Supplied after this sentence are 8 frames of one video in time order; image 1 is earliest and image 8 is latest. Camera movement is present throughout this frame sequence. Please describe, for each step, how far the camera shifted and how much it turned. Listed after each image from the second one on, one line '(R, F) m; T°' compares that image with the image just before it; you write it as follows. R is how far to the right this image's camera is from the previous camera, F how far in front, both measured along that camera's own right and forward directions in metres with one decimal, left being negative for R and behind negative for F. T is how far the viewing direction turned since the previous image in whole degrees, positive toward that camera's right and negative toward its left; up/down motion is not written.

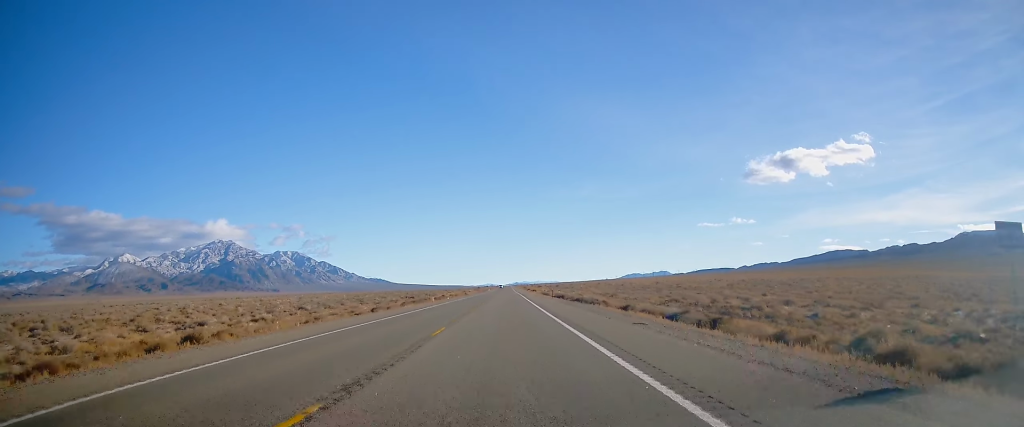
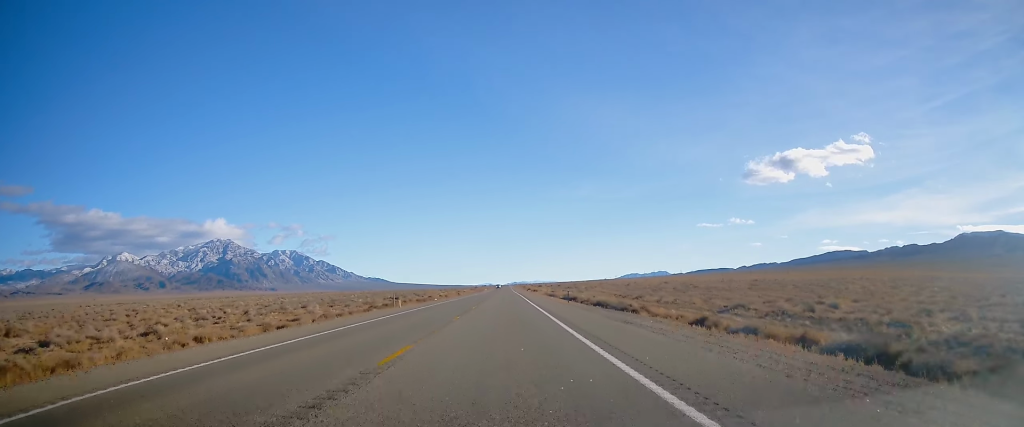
(+0.1, +18.2) m; 0°
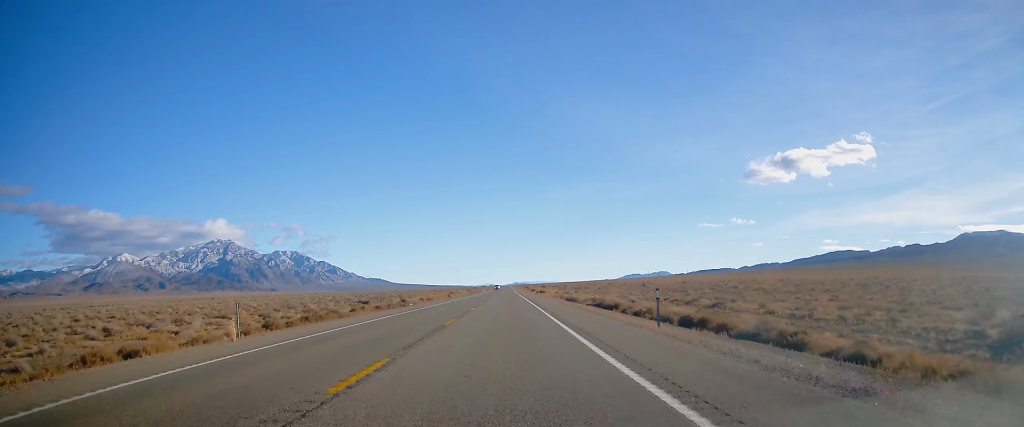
(-0.3, +27.4) m; 0°
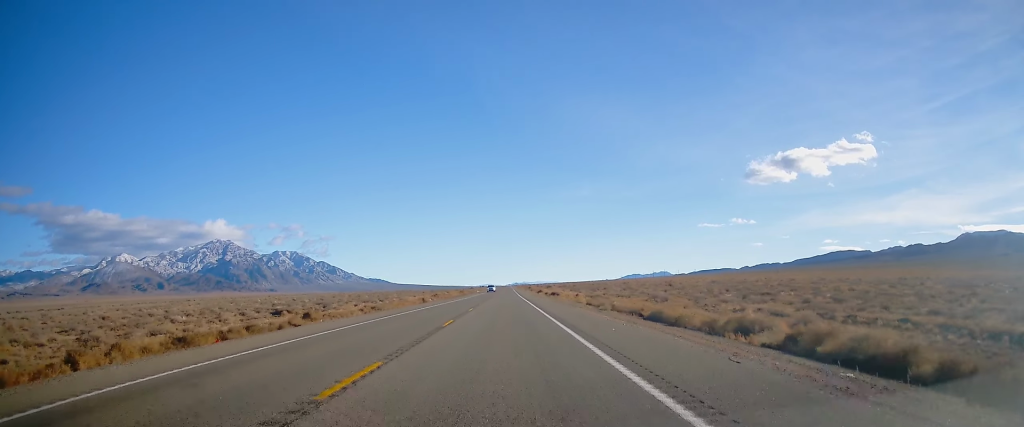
(0.0, +37.1) m; +1°
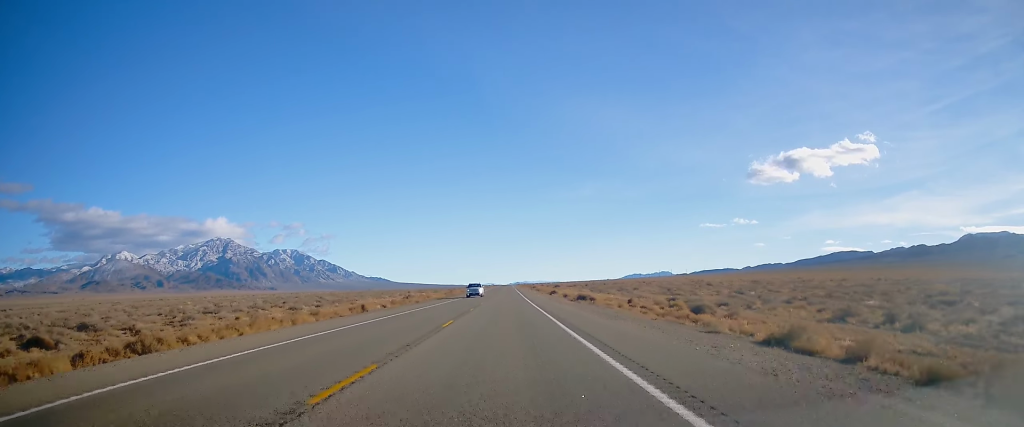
(+0.3, +36.4) m; 0°
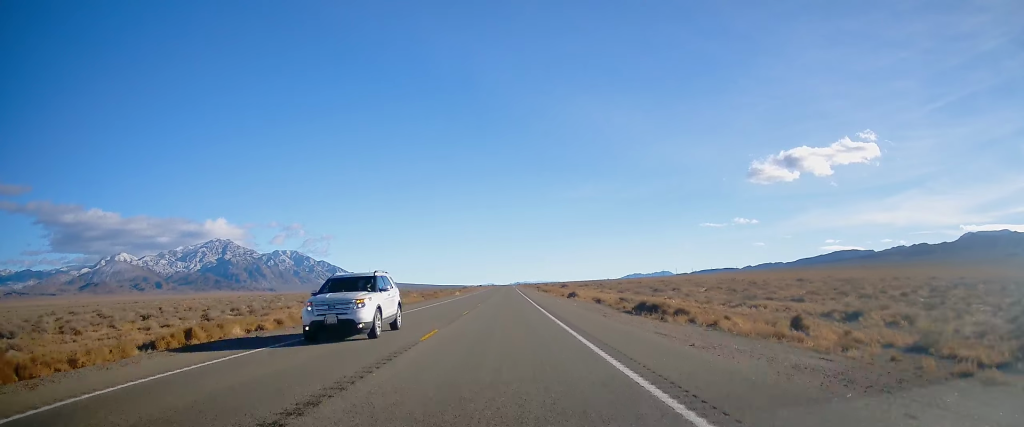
(-0.1, +28.9) m; 0°
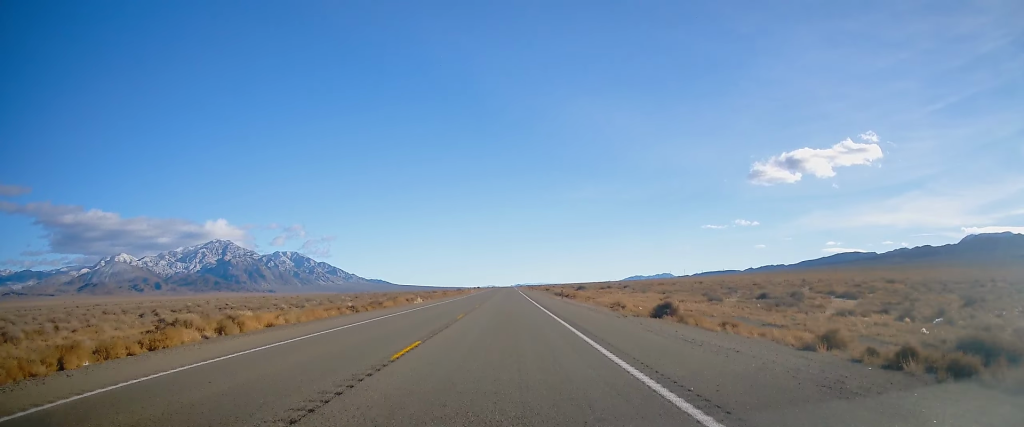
(0.0, +40.4) m; 0°
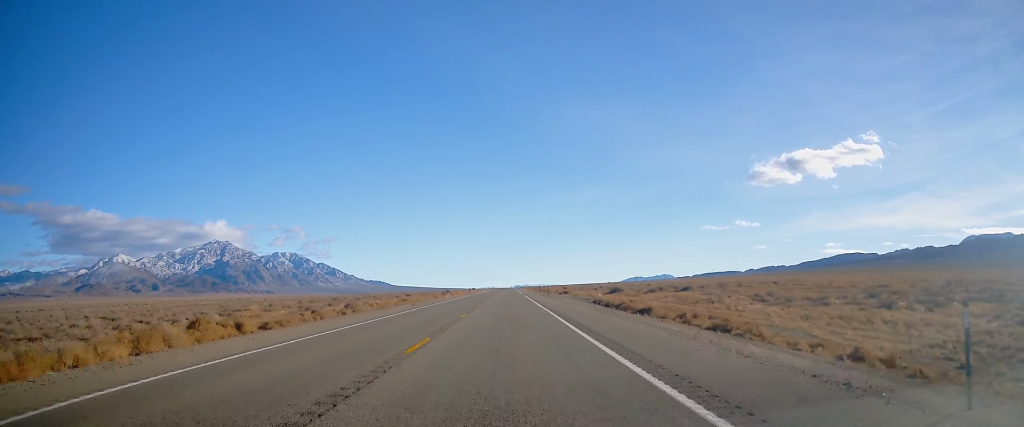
(-0.3, +47.9) m; 0°
